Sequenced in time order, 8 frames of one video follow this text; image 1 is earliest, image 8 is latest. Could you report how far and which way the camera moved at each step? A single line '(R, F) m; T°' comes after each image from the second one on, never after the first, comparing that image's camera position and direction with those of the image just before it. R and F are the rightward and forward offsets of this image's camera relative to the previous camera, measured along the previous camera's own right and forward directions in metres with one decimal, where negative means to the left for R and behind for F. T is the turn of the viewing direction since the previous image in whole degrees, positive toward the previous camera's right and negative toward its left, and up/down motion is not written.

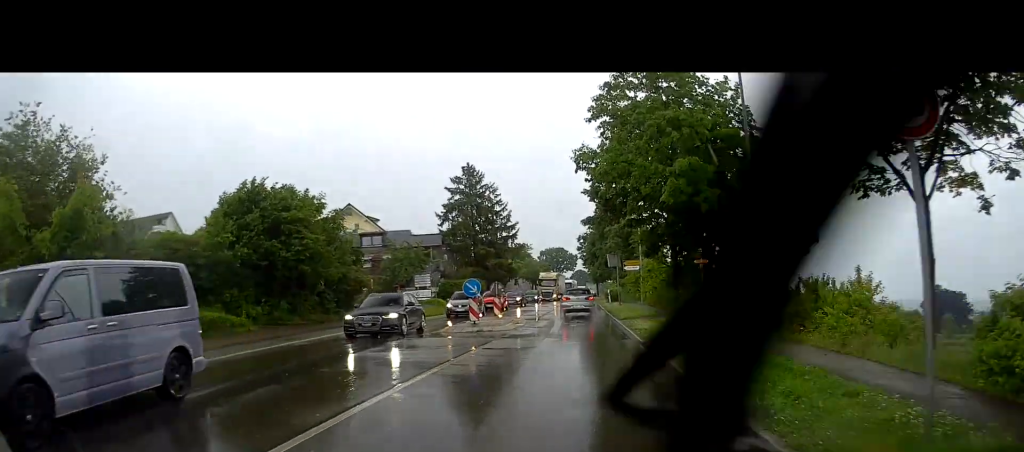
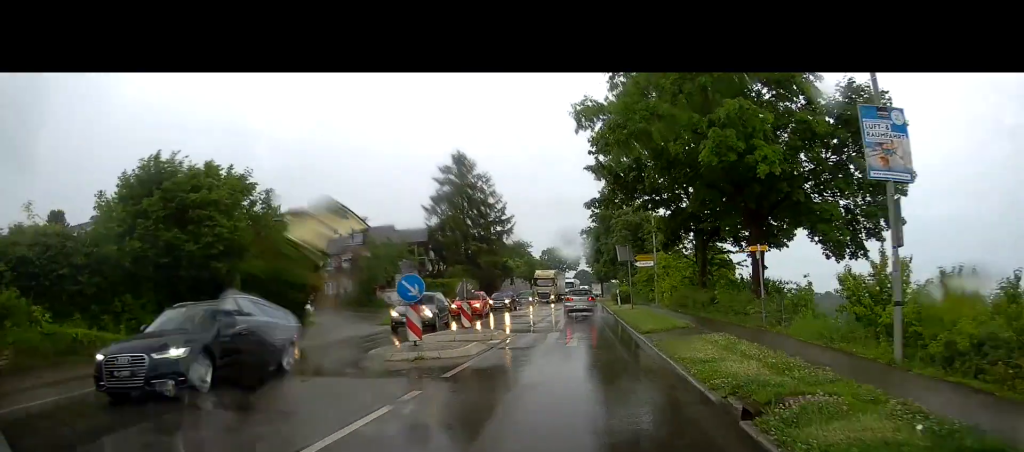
(-0.3, +8.1) m; -1°
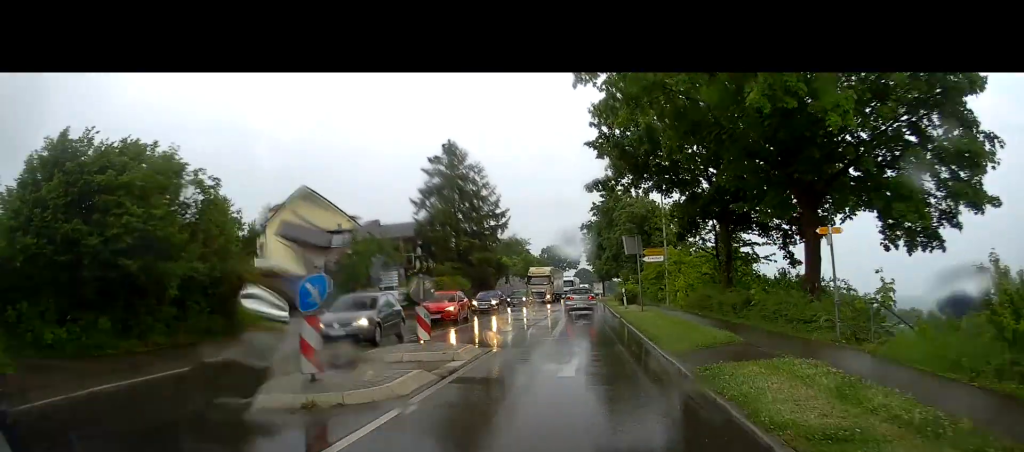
(0.0, +5.3) m; +1°
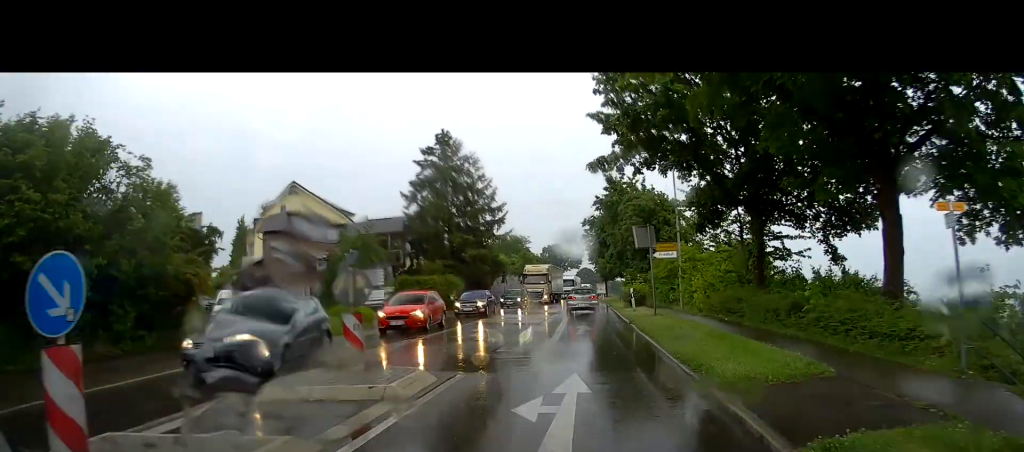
(+0.2, +4.5) m; +1°
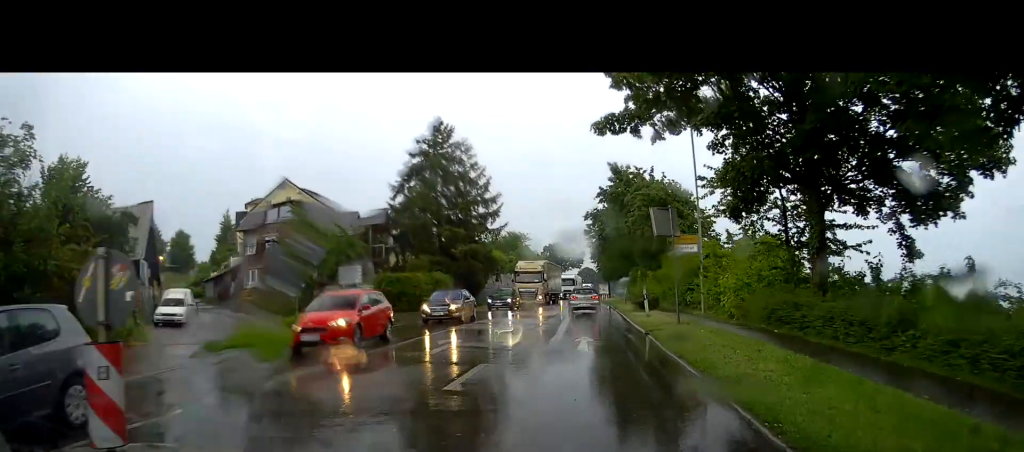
(0.0, +5.5) m; 0°
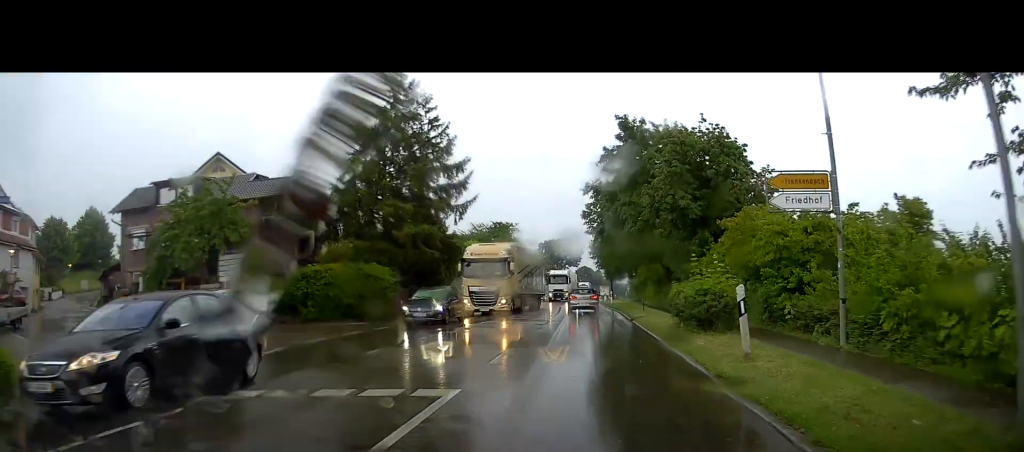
(-0.2, +15.0) m; -2°
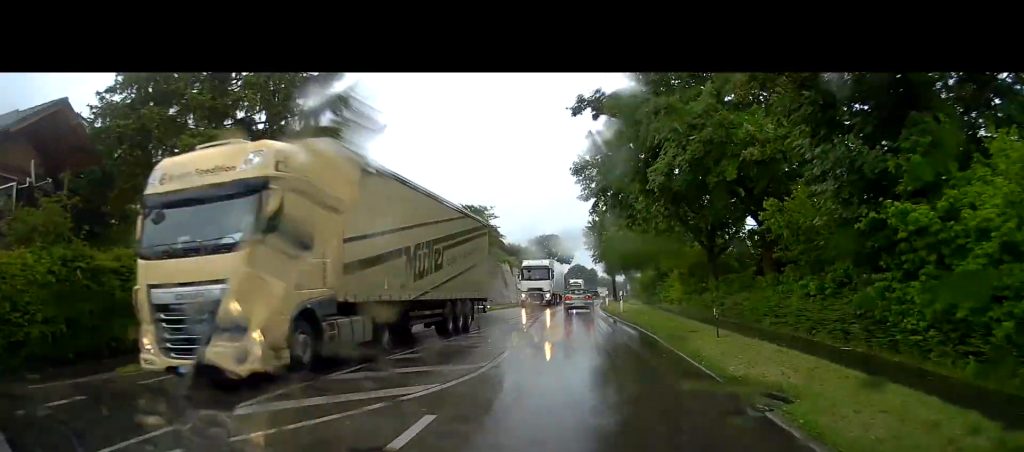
(+0.6, +18.6) m; +1°
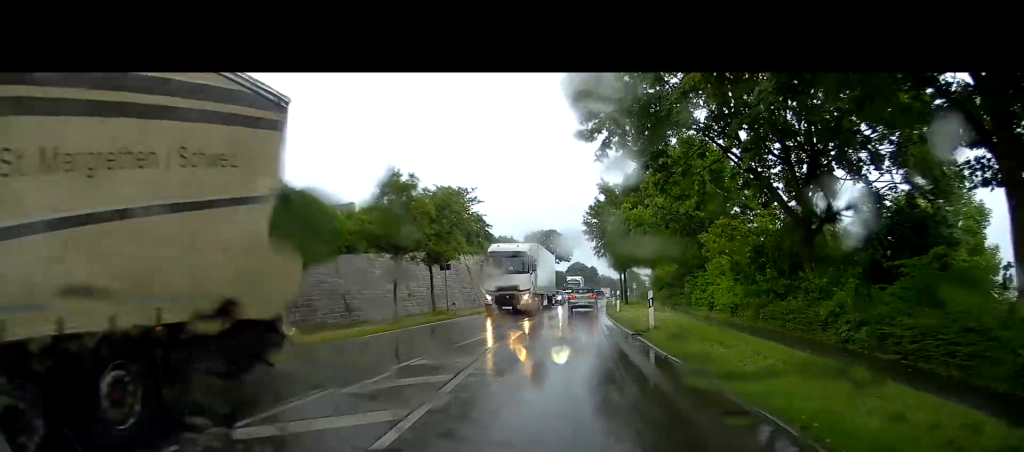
(-0.5, +12.8) m; -1°
